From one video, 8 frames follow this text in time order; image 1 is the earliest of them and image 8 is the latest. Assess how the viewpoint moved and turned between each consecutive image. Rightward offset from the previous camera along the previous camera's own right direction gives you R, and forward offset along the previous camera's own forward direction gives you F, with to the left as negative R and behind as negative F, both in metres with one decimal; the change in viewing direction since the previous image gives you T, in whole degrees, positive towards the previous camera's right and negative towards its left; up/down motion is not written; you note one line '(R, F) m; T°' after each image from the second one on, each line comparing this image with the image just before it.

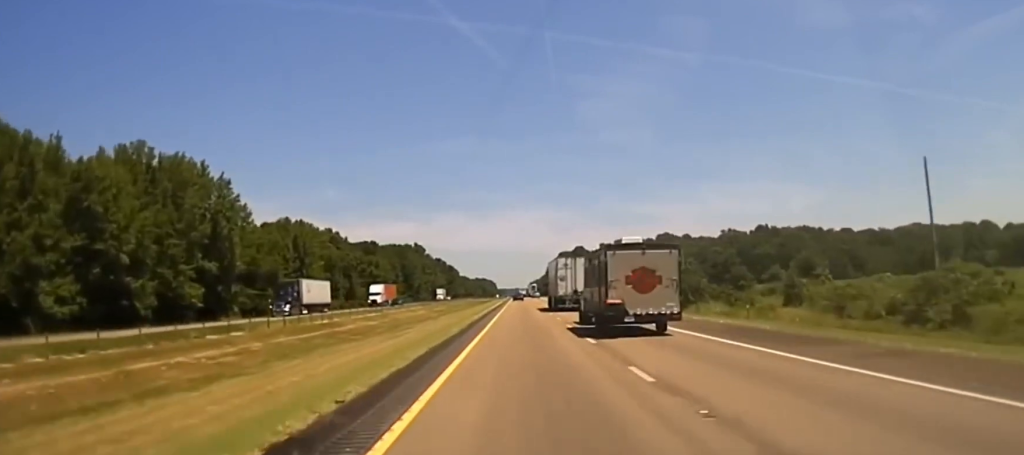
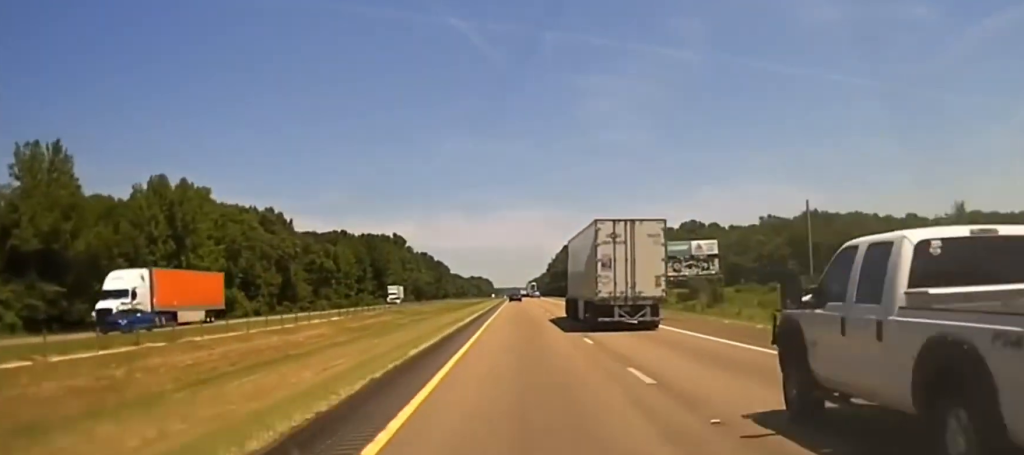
(+0.8, +74.2) m; +1°
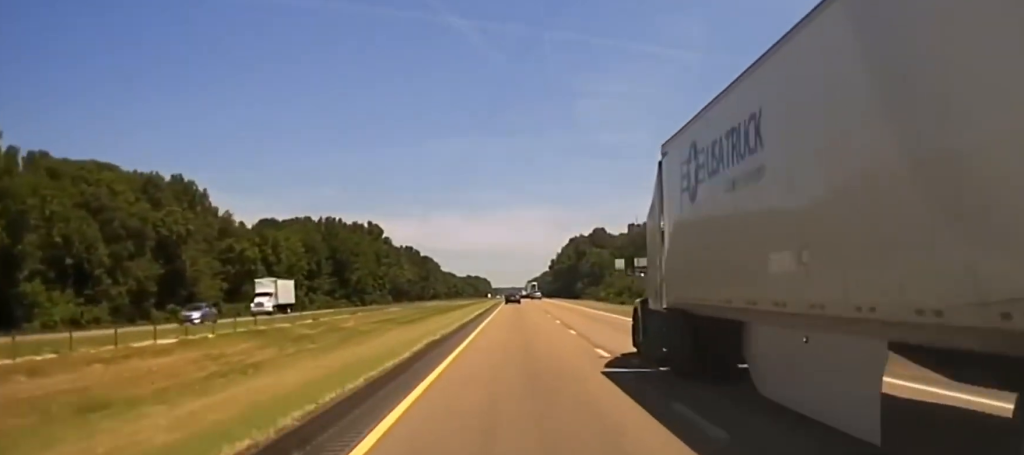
(-0.6, +59.2) m; -1°
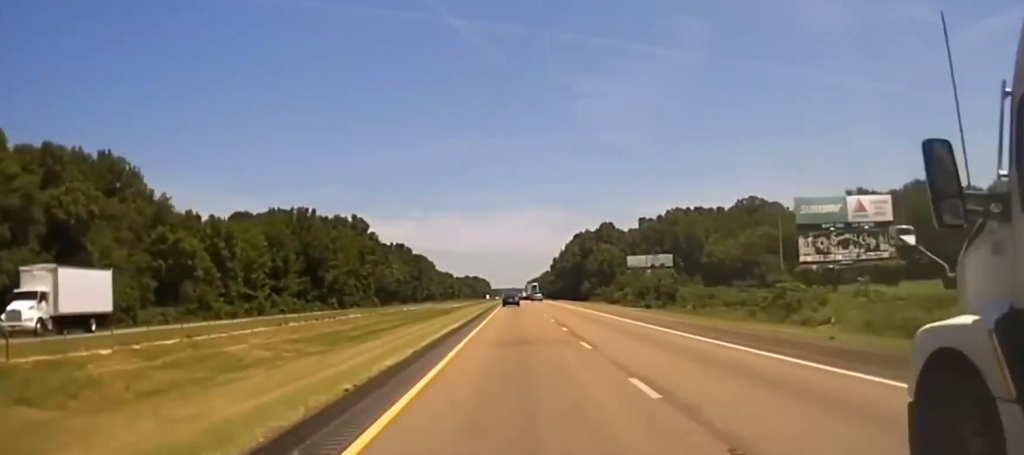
(-0.2, +27.6) m; 0°
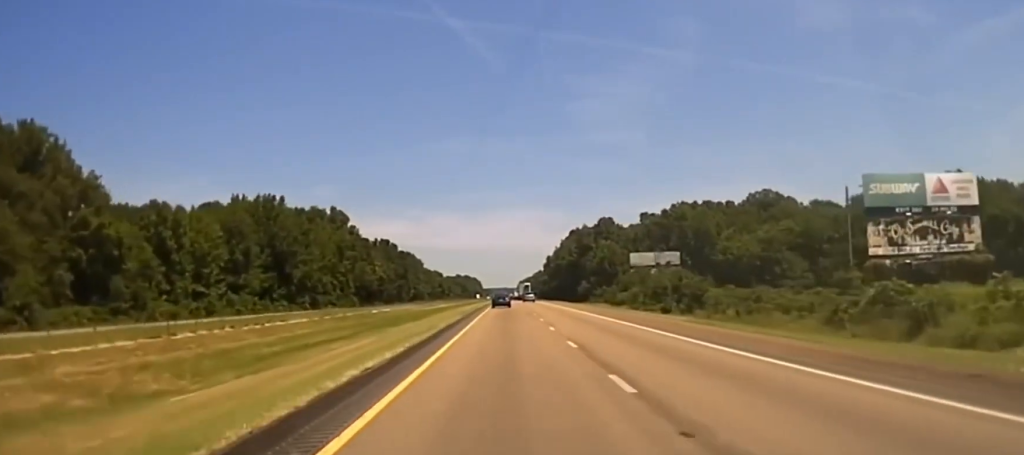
(+0.1, +21.1) m; 0°
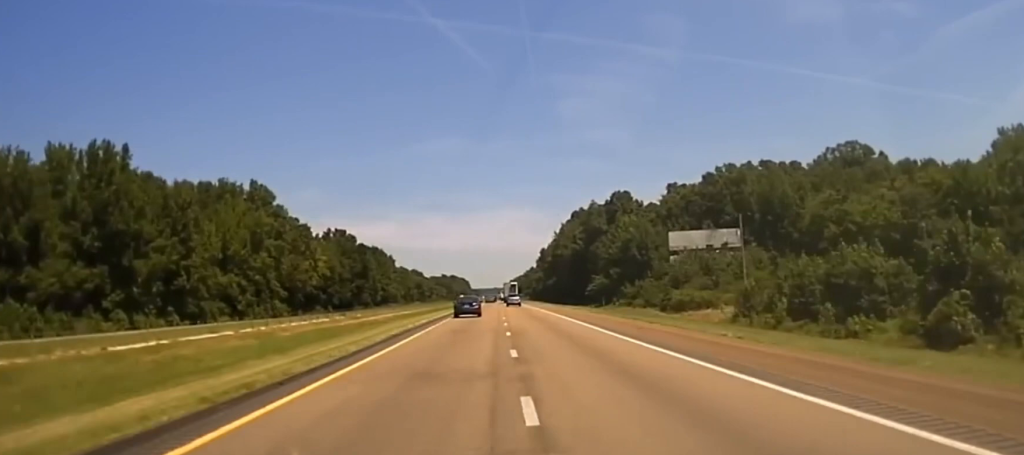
(+1.0, +77.5) m; 0°
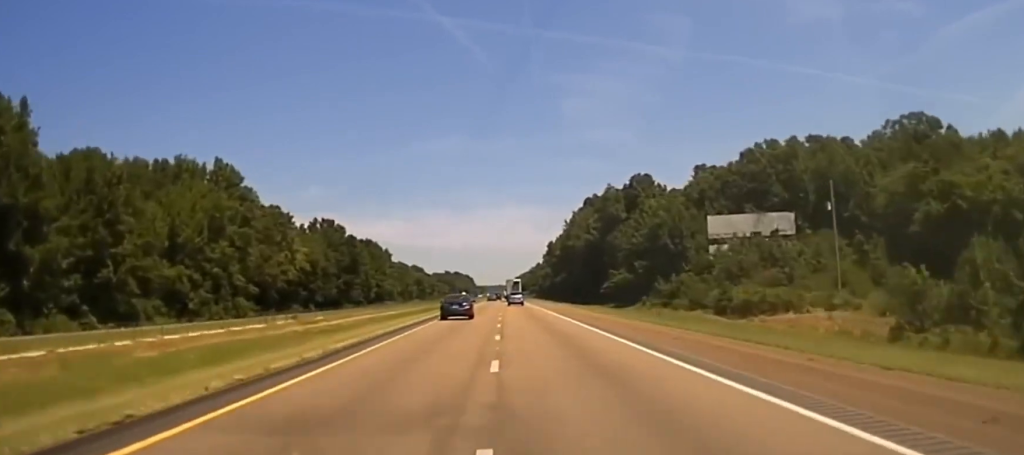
(0.0, +32.3) m; 0°
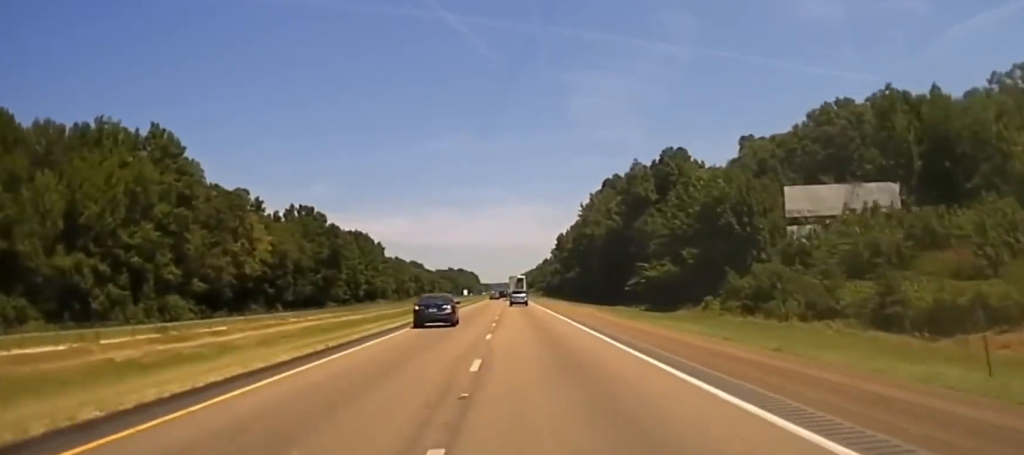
(-0.3, +40.4) m; -1°
